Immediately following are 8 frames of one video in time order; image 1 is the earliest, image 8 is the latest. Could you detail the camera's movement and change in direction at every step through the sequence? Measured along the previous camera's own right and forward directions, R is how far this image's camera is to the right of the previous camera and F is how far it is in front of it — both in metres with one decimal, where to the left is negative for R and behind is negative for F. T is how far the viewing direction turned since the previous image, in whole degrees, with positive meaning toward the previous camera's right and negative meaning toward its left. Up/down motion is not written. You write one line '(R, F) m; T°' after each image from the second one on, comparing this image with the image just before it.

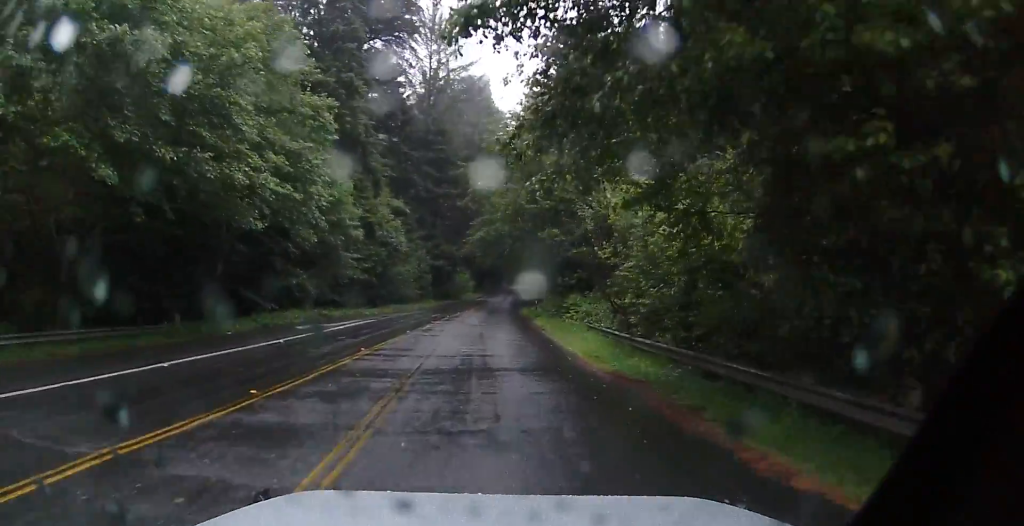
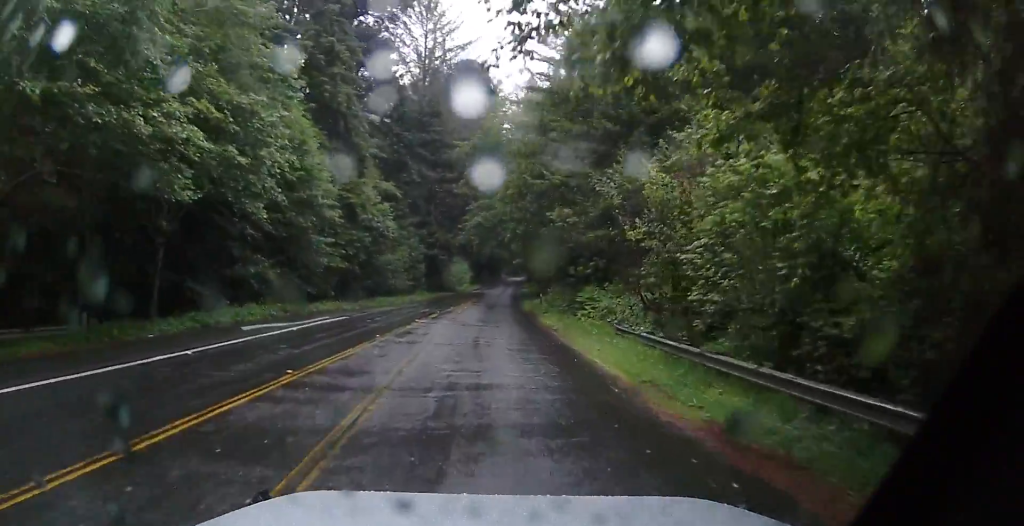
(+0.2, +6.4) m; -1°
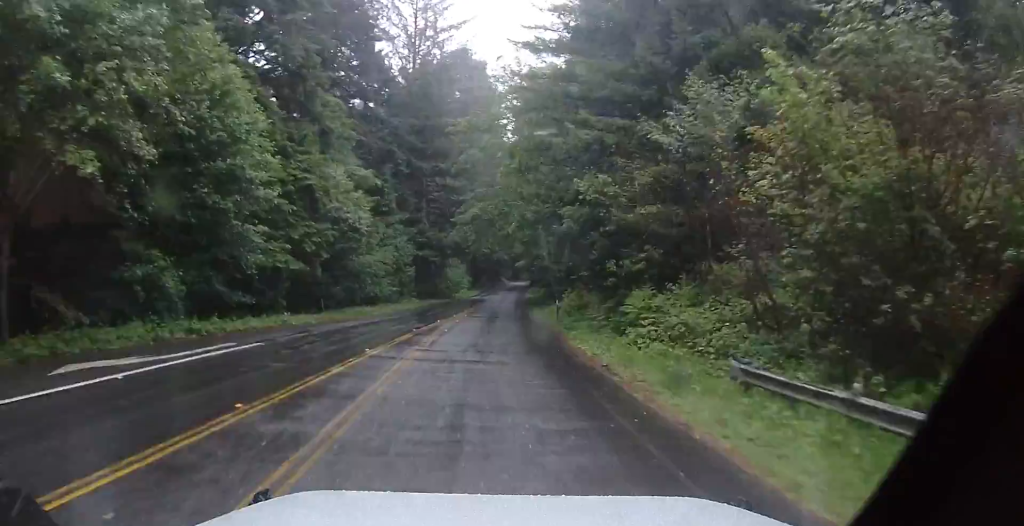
(-0.5, +10.7) m; 0°
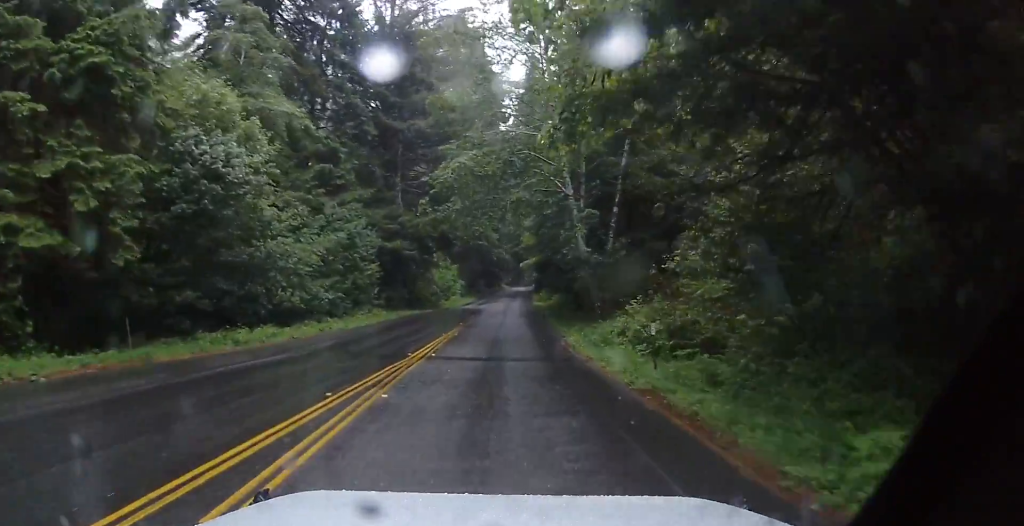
(+0.5, +20.7) m; +1°
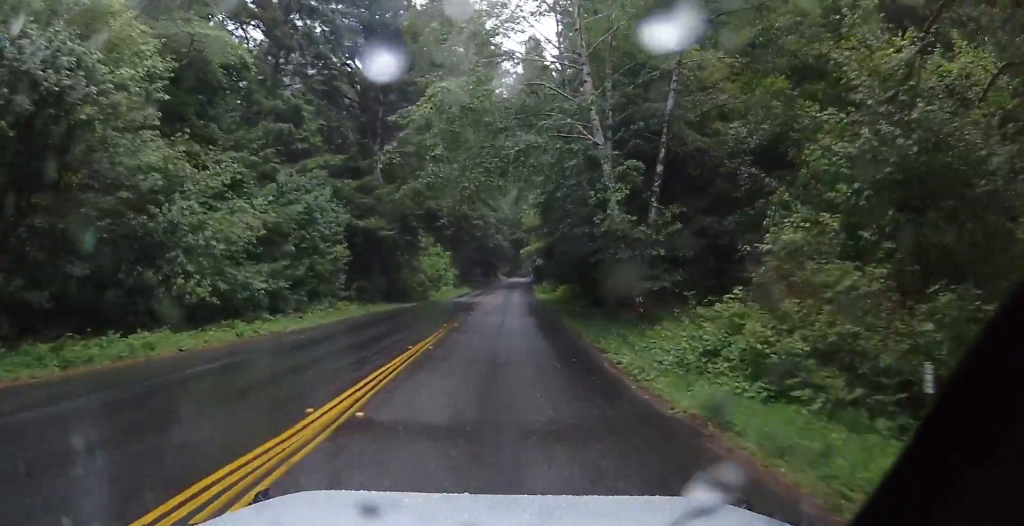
(-0.1, +9.4) m; -1°
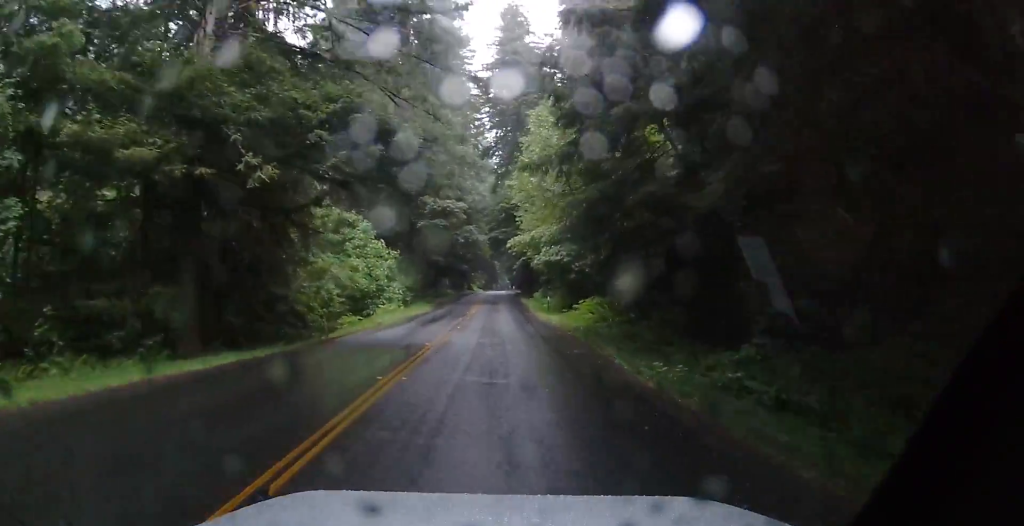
(0.0, +27.5) m; 0°
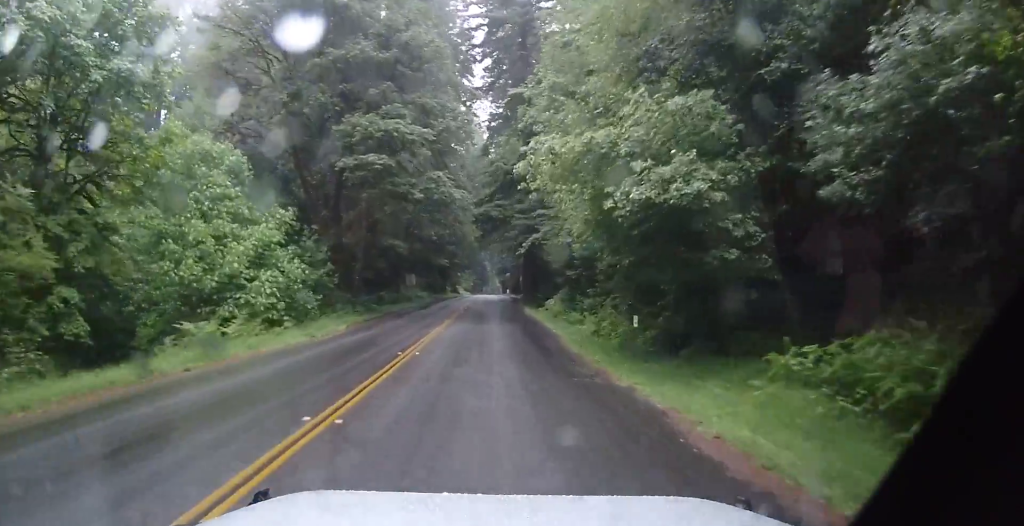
(-0.4, +27.5) m; 0°
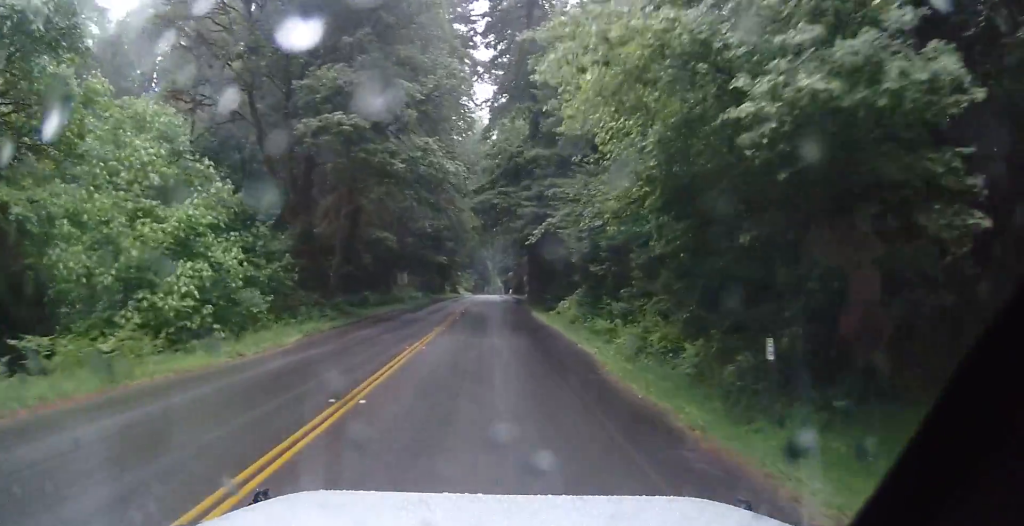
(0.0, +6.9) m; +1°
